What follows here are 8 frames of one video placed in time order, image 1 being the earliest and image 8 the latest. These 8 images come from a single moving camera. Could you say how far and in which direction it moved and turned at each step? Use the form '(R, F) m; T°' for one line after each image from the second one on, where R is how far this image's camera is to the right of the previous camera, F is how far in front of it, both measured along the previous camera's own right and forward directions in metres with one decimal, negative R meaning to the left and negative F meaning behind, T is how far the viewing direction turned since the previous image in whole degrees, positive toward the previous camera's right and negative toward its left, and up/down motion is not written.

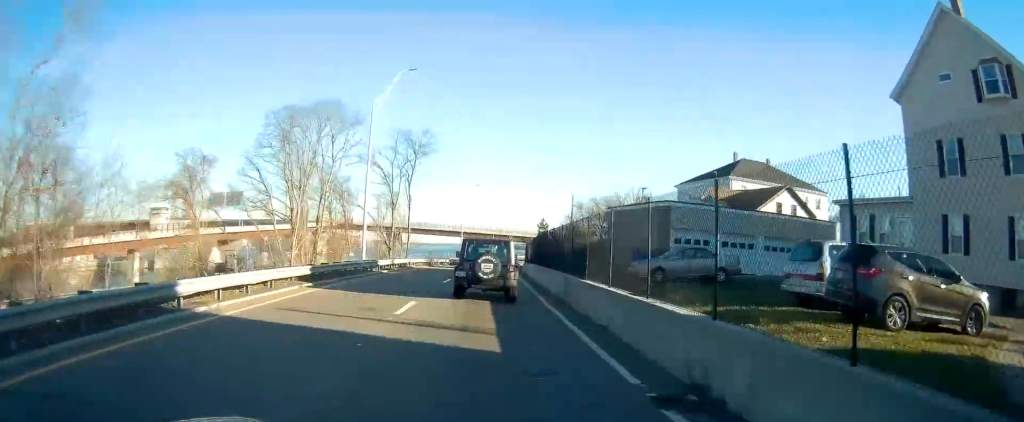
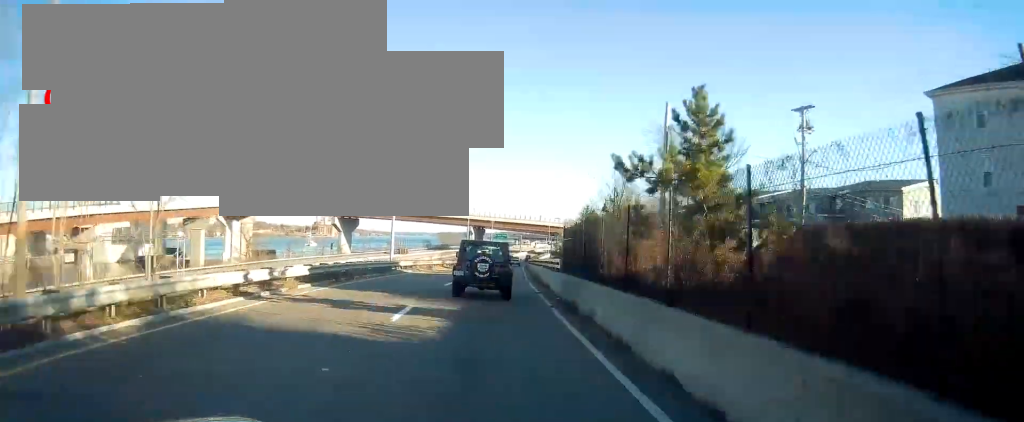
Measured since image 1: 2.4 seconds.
(+1.3, +50.4) m; +3°
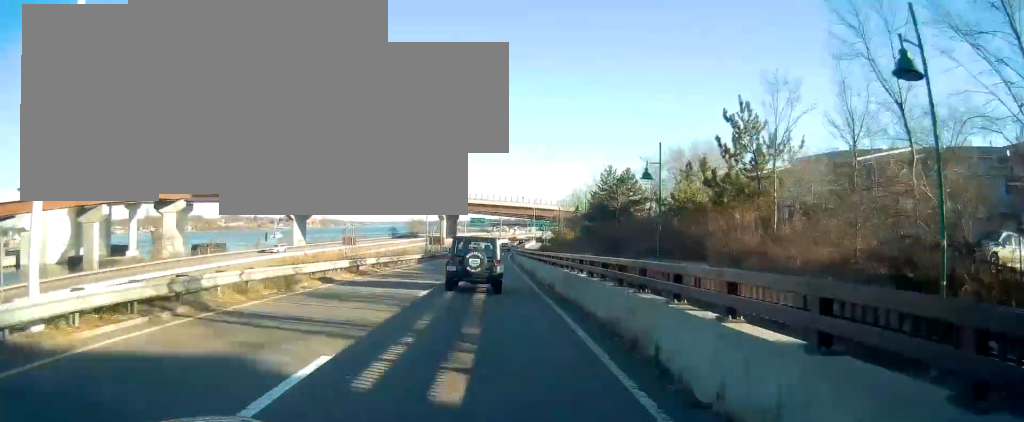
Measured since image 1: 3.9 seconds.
(+0.1, +31.4) m; +1°
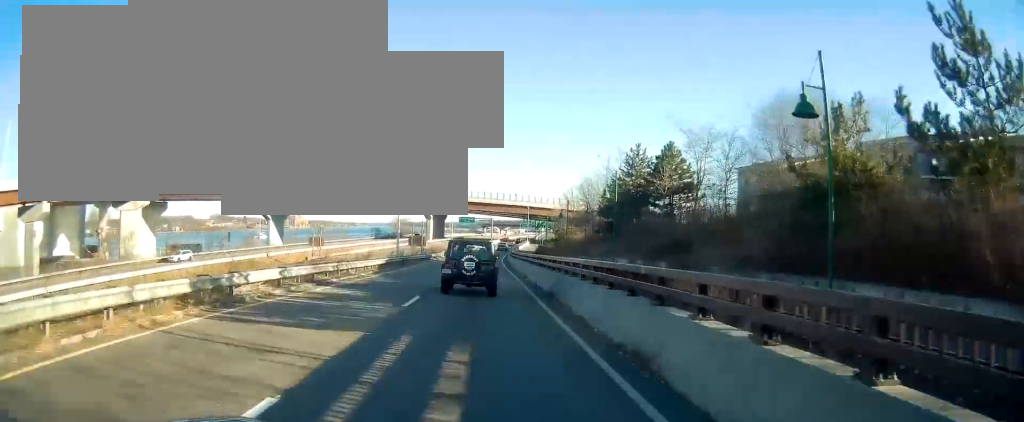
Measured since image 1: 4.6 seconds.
(-0.2, +14.2) m; +2°
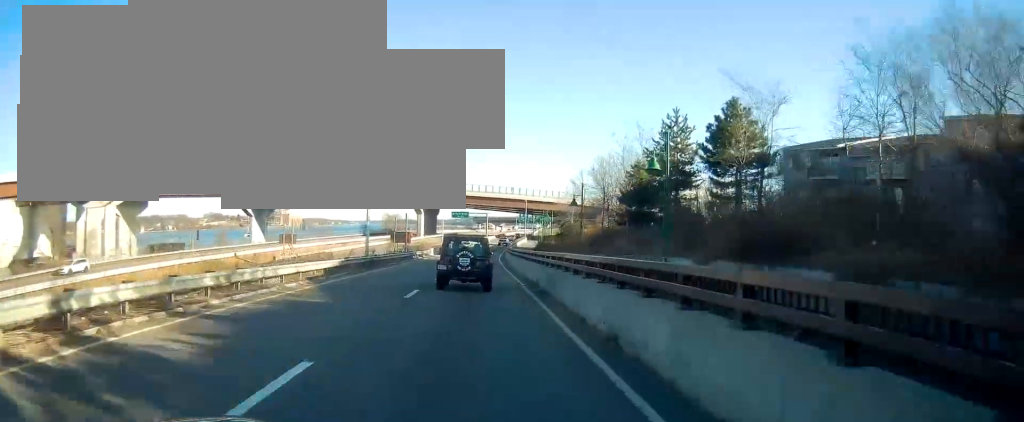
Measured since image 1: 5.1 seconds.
(+0.5, +10.8) m; +1°
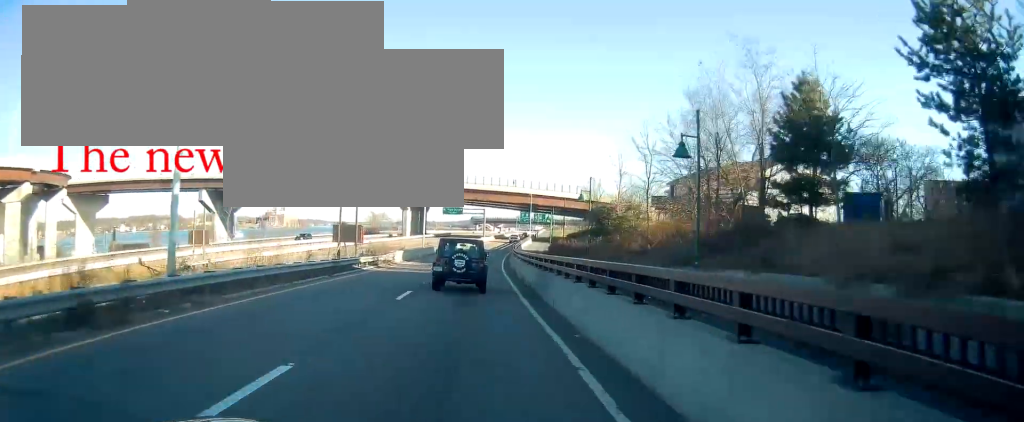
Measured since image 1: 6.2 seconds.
(+0.1, +24.3) m; 0°
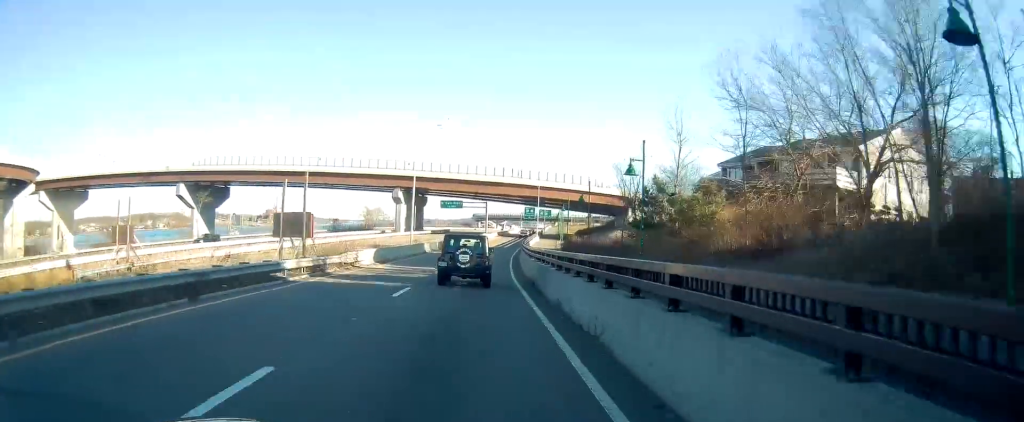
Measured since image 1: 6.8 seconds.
(0.0, +12.9) m; 0°
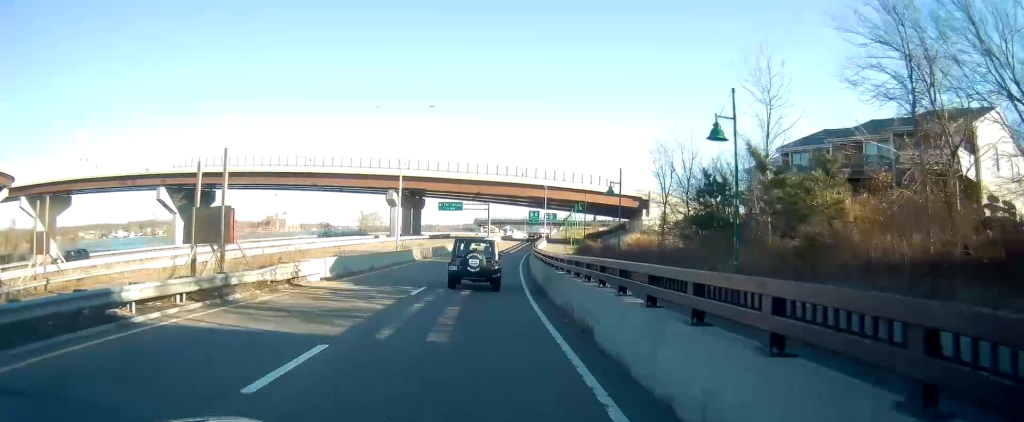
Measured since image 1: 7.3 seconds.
(+0.1, +10.0) m; 0°
